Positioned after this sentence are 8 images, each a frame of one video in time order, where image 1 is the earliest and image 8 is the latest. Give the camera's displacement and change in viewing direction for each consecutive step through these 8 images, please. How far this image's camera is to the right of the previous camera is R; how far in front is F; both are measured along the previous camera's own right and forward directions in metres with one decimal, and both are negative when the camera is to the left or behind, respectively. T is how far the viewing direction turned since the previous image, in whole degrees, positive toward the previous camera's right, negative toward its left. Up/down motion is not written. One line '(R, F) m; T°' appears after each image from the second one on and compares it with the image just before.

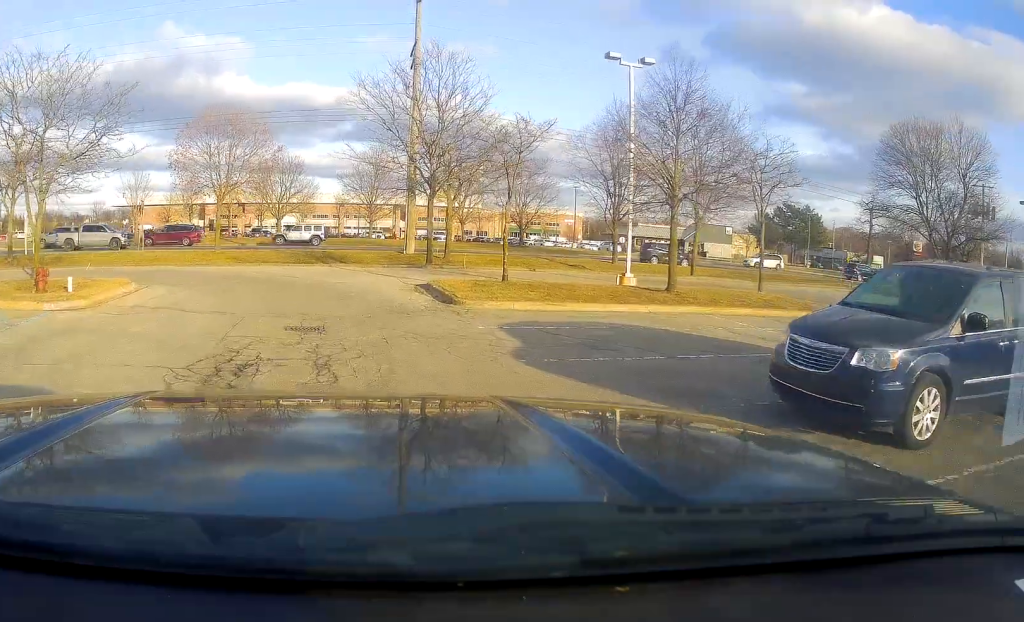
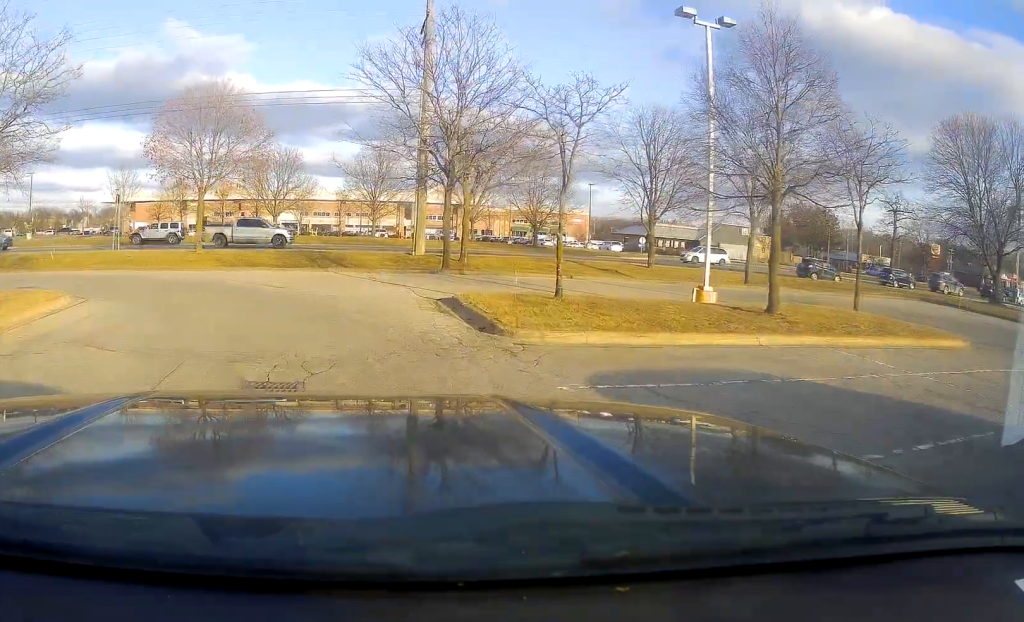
(0.0, +4.8) m; 0°
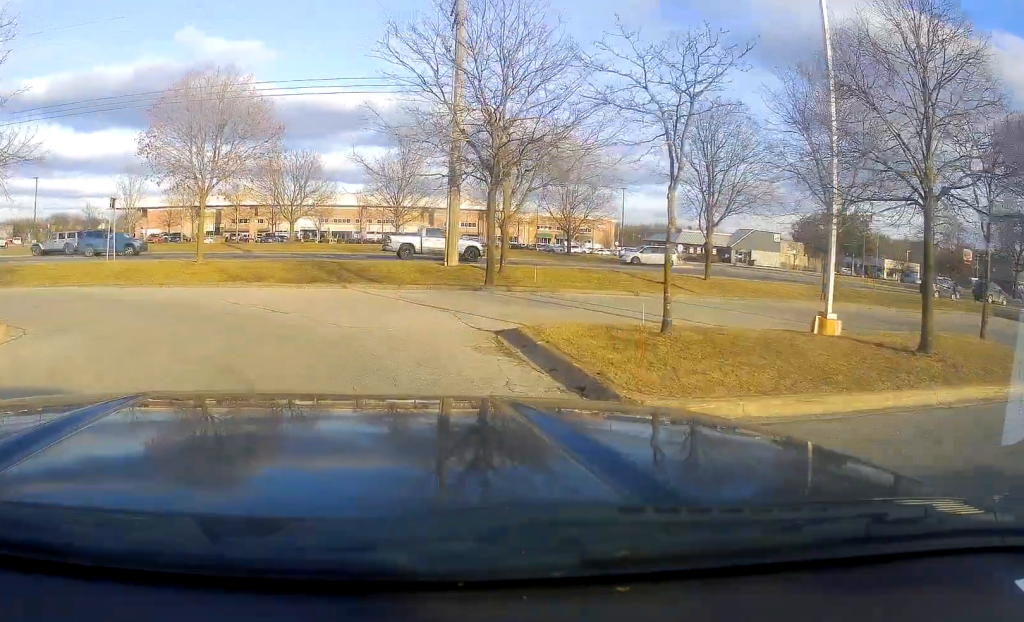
(0.0, +4.2) m; 0°
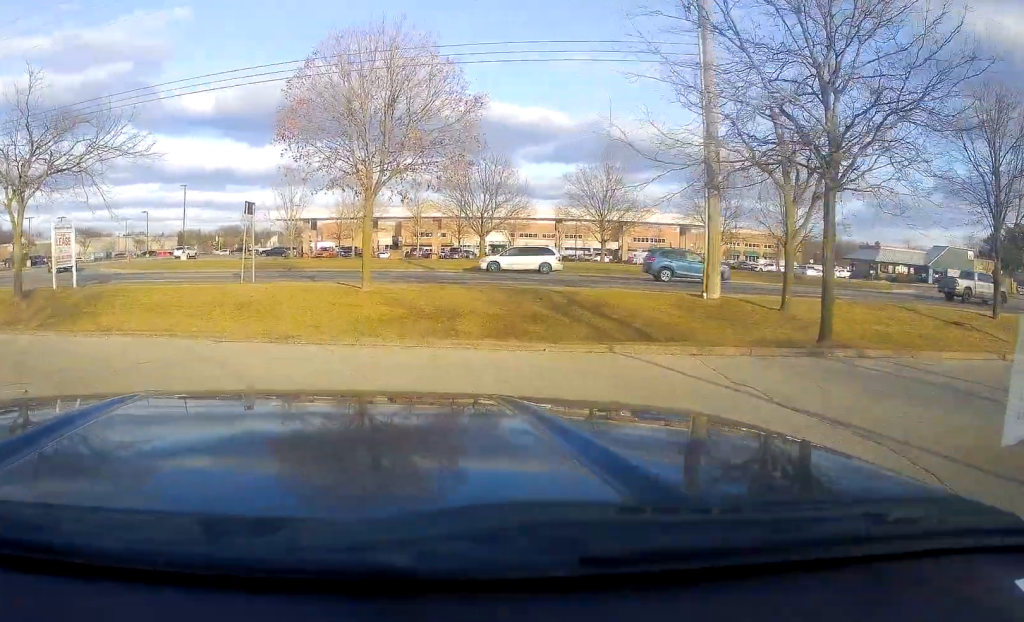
(-0.7, +8.9) m; -22°
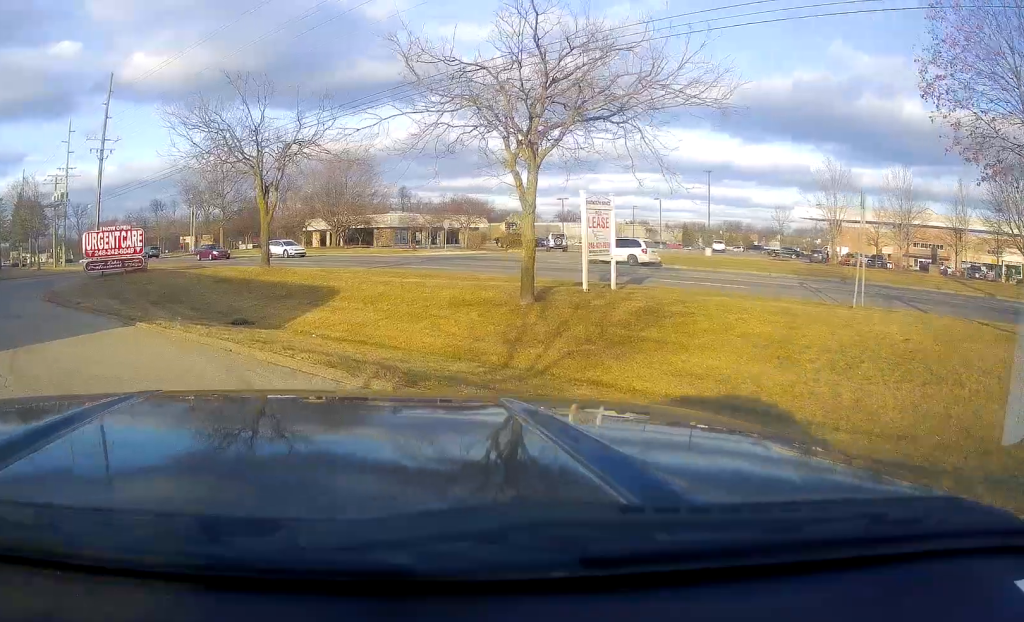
(-2.7, +7.7) m; -32°
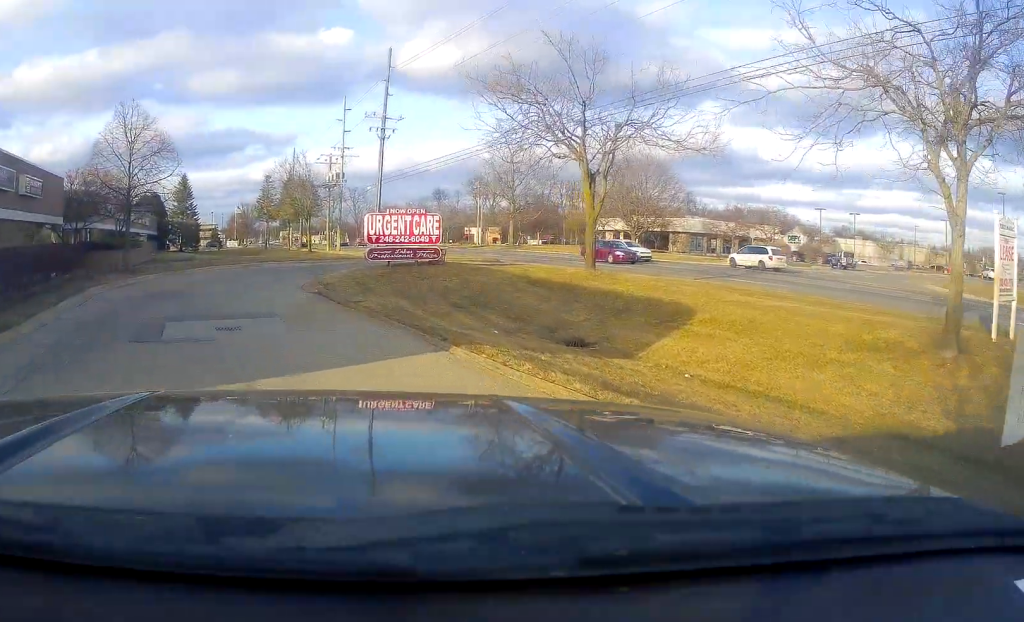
(-0.3, +4.1) m; -22°
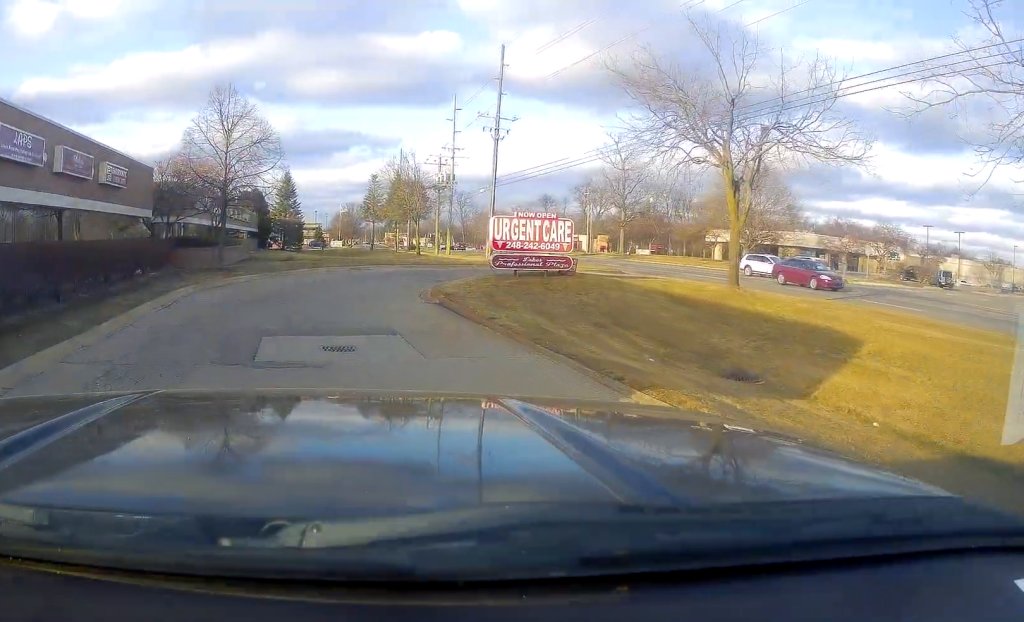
(-0.6, +2.2) m; -11°
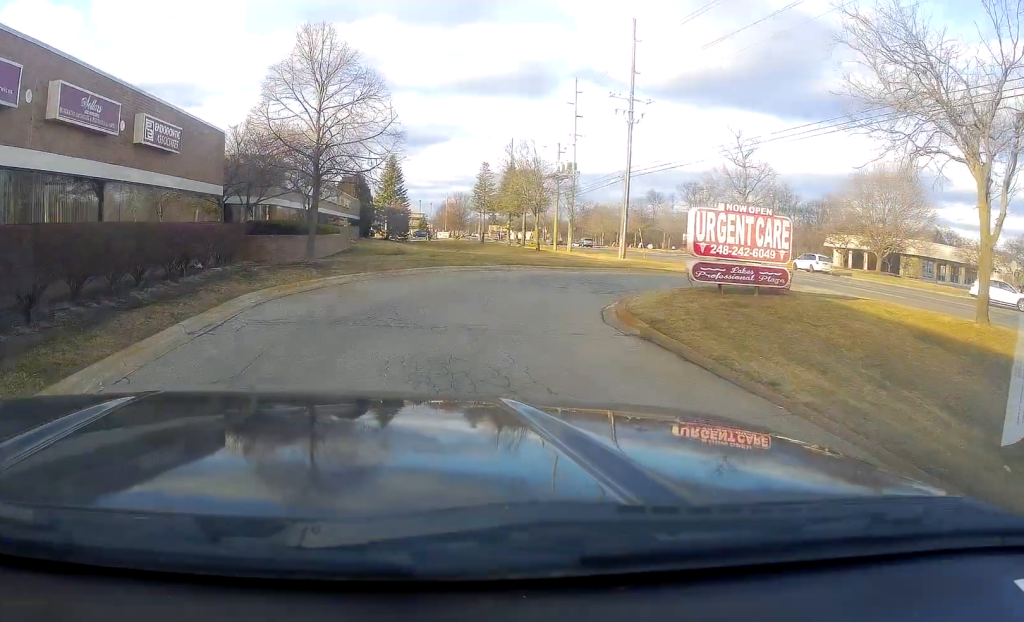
(-1.4, +6.0) m; -11°
